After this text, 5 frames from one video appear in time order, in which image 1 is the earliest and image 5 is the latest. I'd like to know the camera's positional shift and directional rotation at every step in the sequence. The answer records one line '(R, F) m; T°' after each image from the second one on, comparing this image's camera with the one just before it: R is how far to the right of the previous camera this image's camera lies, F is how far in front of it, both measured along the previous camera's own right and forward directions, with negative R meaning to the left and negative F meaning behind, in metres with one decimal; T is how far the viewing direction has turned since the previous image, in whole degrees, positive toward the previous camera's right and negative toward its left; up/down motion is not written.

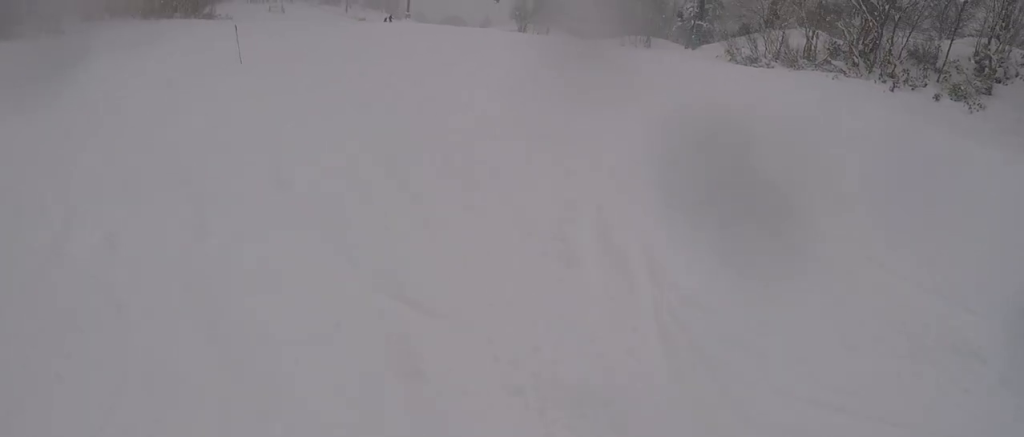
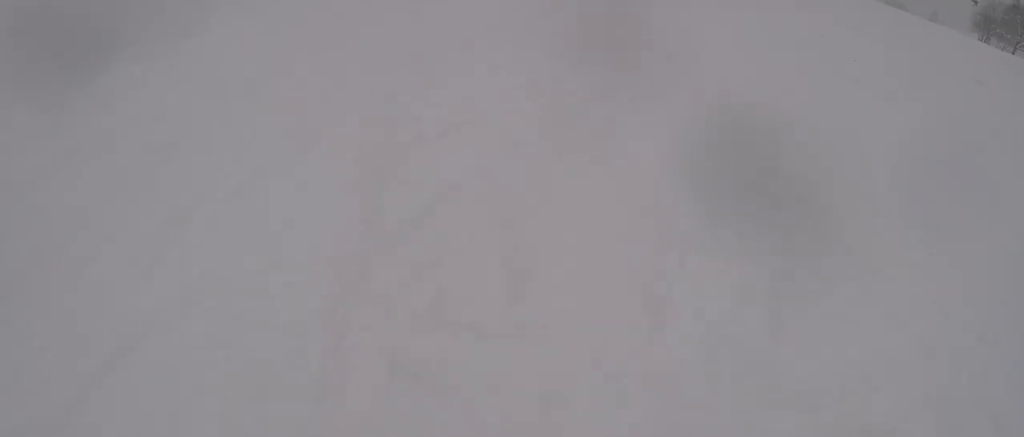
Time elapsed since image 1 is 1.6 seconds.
(-4.0, +6.8) m; -45°
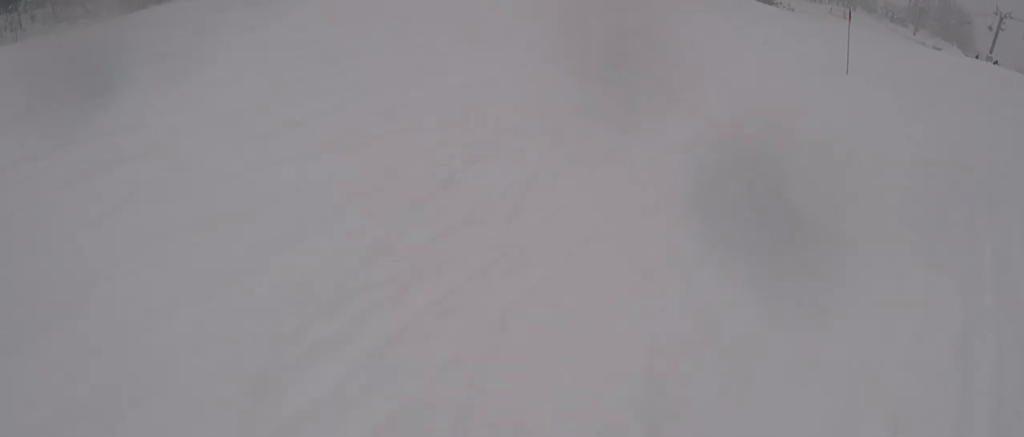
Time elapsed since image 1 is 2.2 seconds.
(-0.6, +3.6) m; -4°
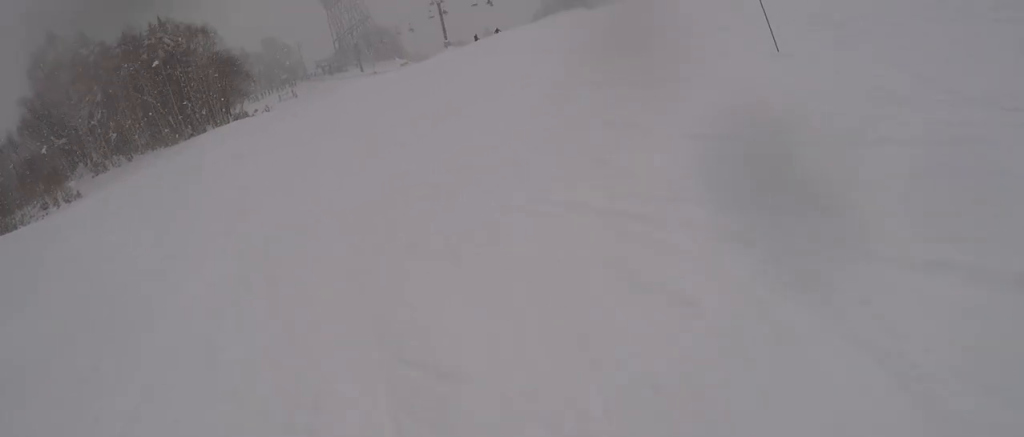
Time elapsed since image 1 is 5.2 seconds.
(+8.4, +12.9) m; +74°
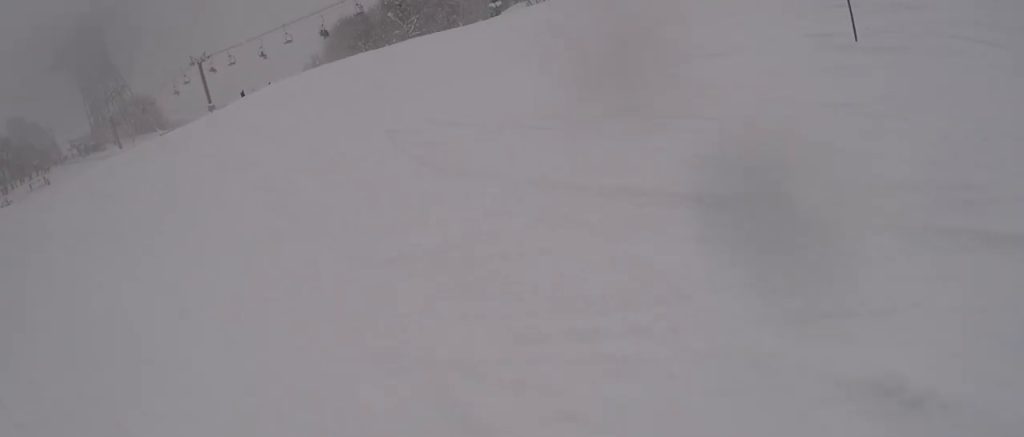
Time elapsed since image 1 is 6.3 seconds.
(+1.1, +6.8) m; +15°
